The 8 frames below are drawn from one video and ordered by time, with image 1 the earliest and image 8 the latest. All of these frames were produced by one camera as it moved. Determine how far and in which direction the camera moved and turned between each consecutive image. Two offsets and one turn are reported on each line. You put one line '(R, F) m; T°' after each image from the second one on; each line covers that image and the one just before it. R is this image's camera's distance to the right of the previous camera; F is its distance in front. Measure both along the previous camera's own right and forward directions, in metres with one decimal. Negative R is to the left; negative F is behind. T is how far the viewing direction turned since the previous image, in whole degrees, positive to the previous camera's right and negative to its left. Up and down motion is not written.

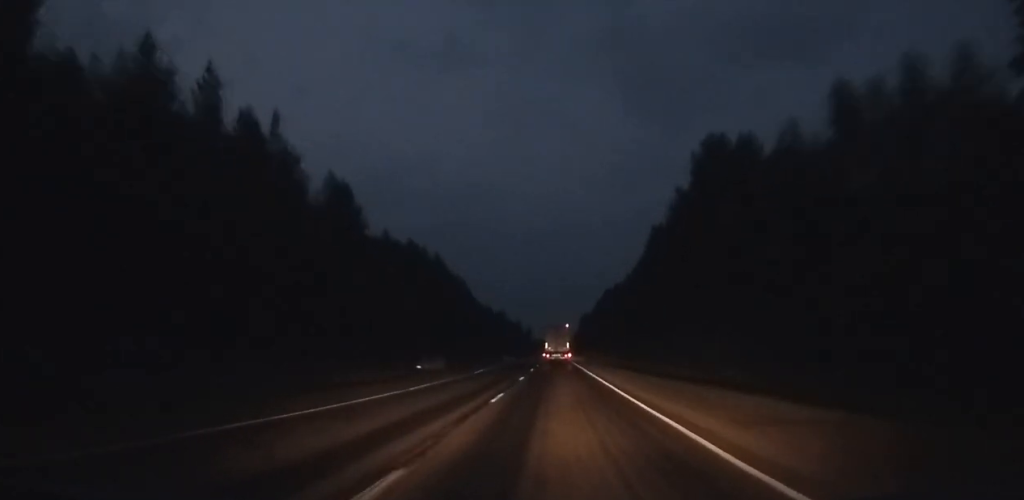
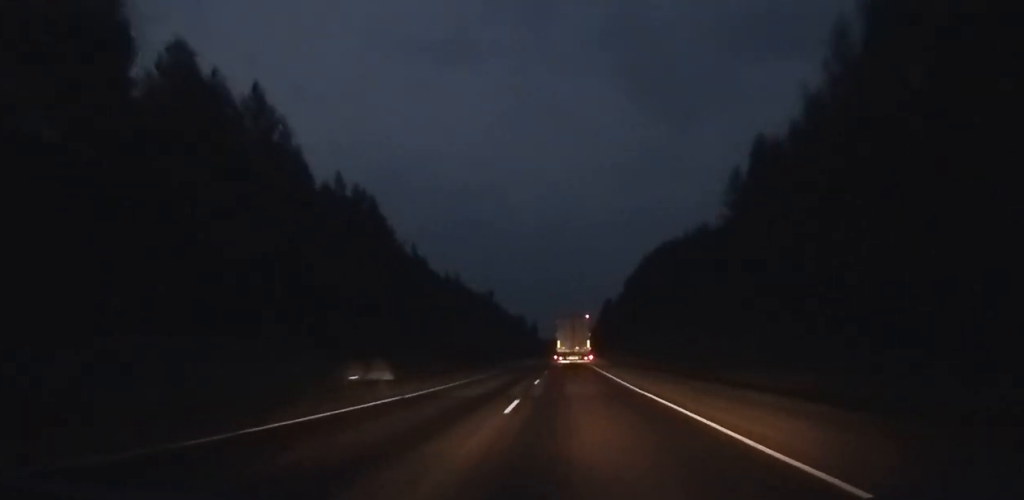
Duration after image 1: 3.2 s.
(0.0, +63.7) m; 0°
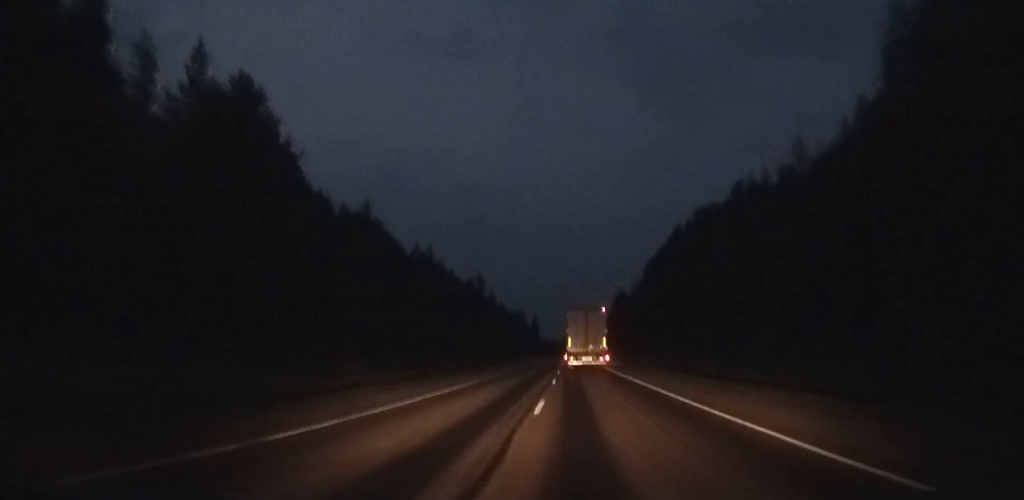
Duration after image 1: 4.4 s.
(0.0, +24.8) m; 0°
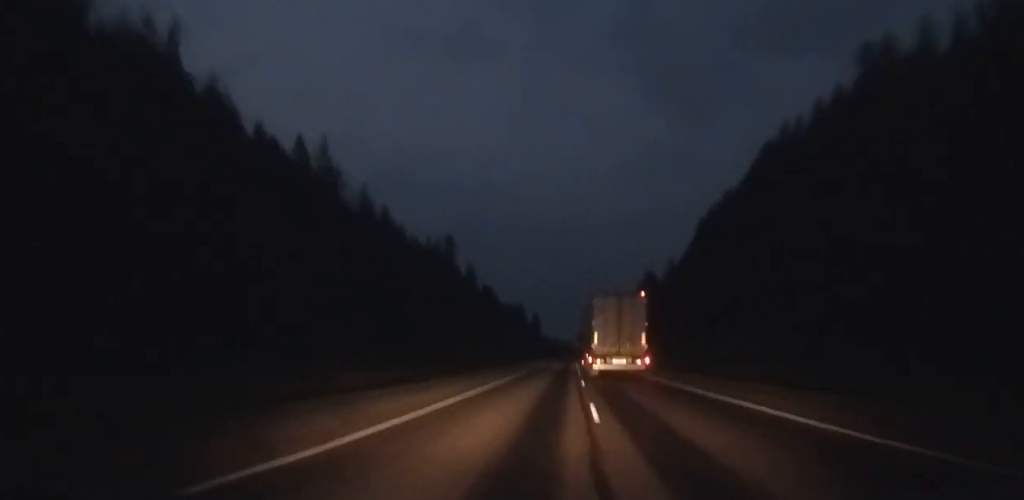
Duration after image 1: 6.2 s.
(+0.1, +37.8) m; 0°
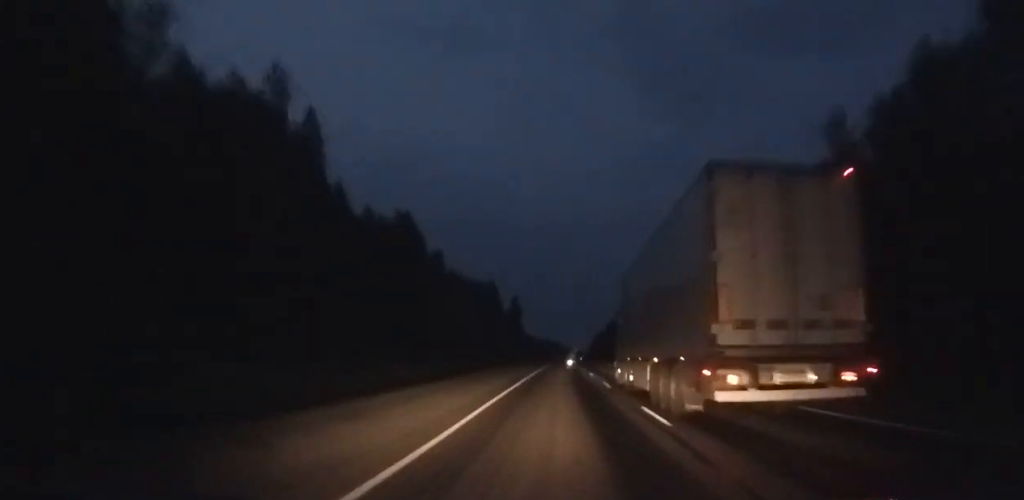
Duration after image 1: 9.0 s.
(+0.1, +61.1) m; 0°
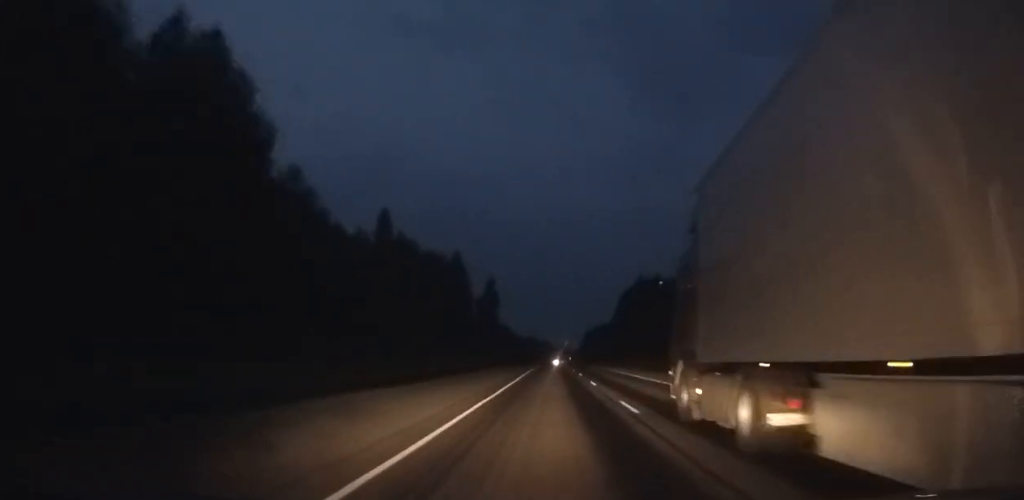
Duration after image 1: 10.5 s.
(+0.1, +34.3) m; 0°
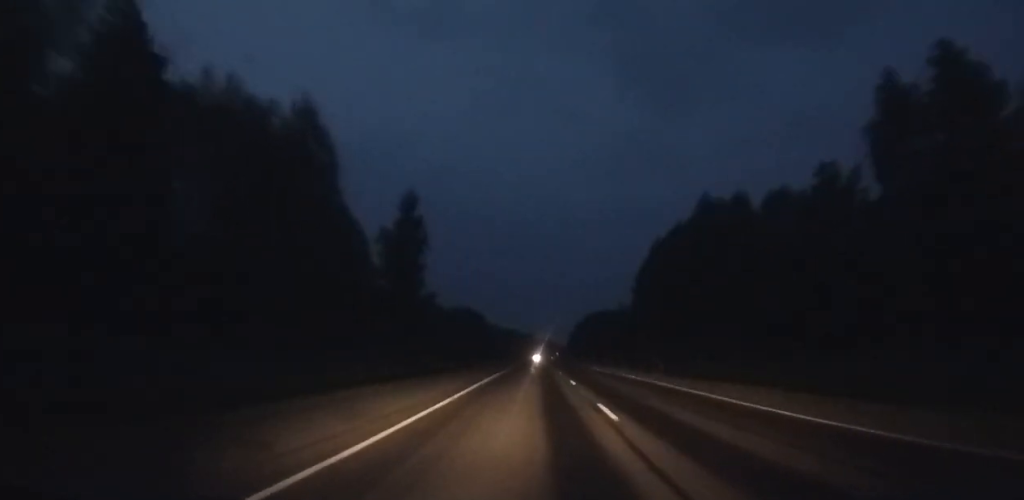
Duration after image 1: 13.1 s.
(+0.4, +62.1) m; +1°
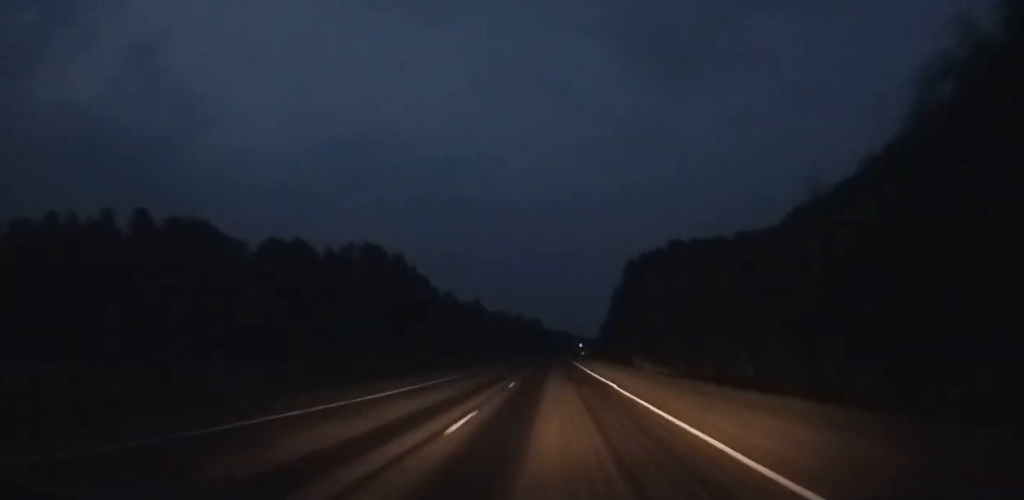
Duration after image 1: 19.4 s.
(0.0, +145.6) m; -1°
